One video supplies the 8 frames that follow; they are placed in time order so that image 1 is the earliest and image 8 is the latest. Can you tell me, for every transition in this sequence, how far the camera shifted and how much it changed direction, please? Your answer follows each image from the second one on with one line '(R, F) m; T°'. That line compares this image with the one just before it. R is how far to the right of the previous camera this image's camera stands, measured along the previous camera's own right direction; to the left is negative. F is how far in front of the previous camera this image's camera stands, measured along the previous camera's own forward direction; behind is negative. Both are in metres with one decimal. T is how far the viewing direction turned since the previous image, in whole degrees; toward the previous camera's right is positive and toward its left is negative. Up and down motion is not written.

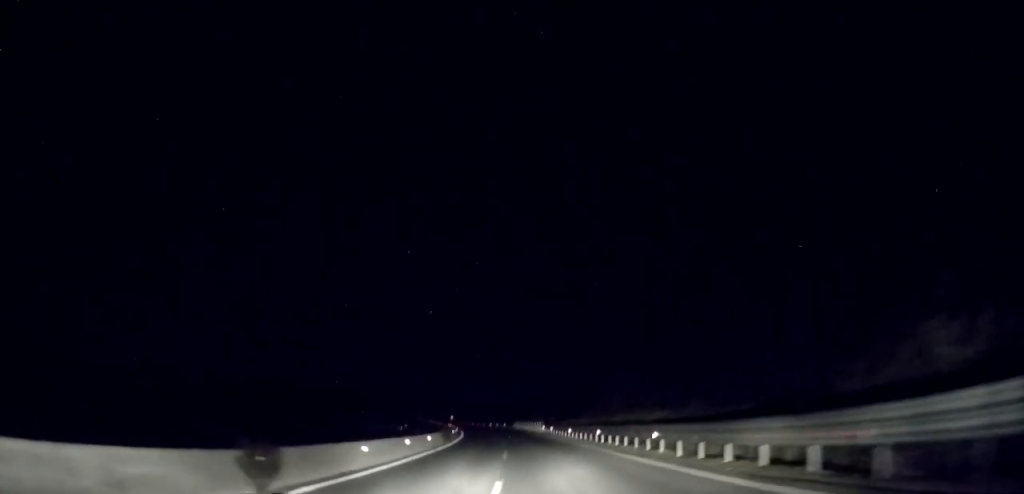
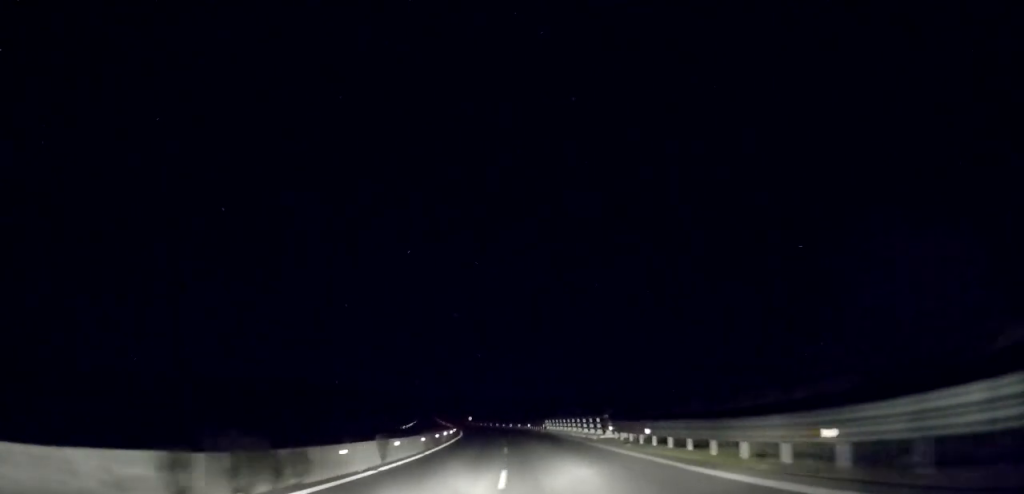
(-0.8, +34.9) m; -3°
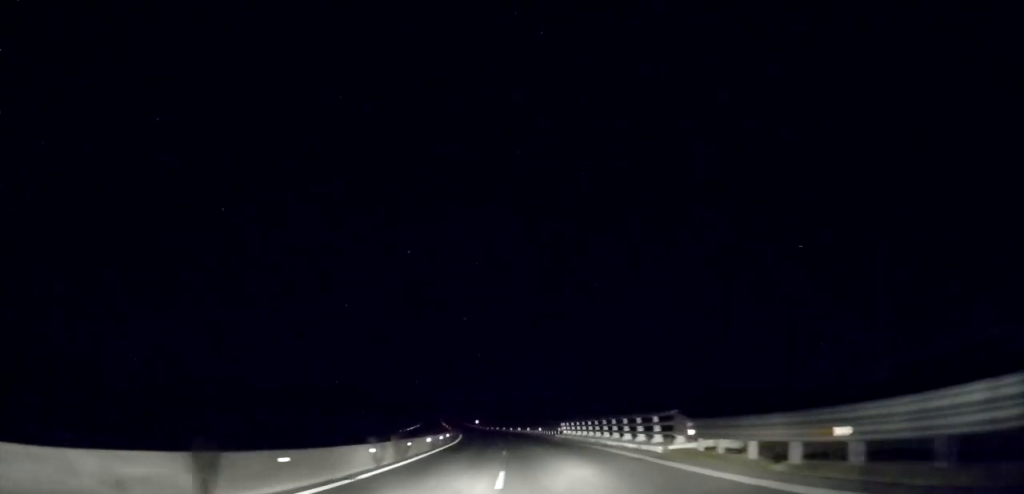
(-0.3, +12.4) m; -1°
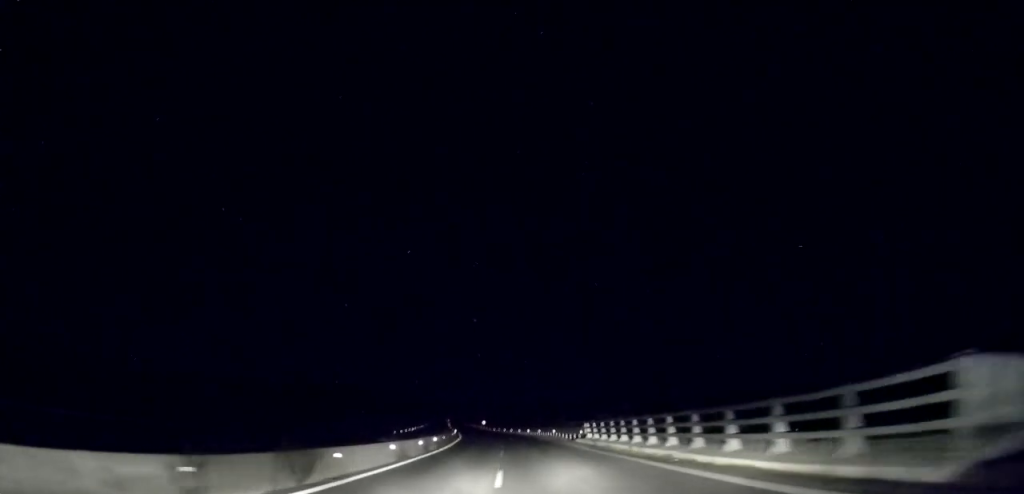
(-0.2, +12.4) m; -1°
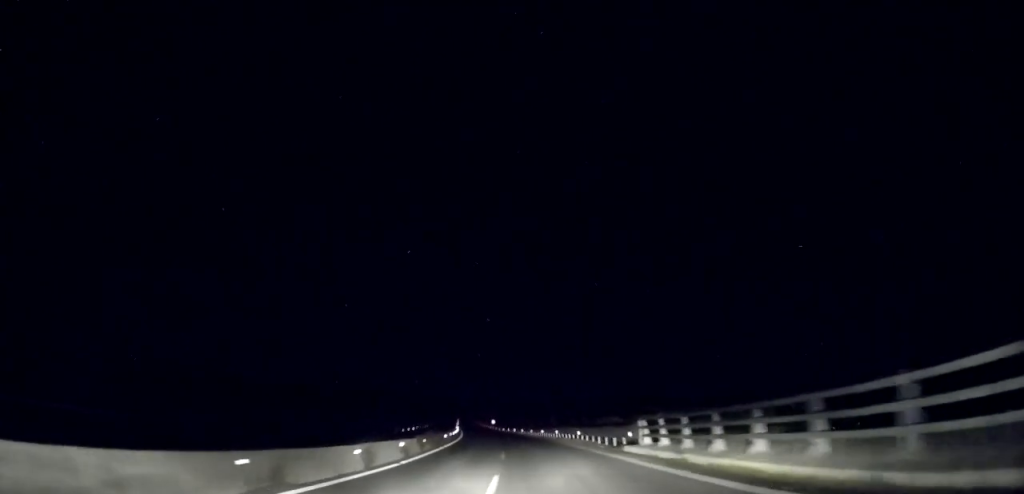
(-0.2, +13.9) m; -1°
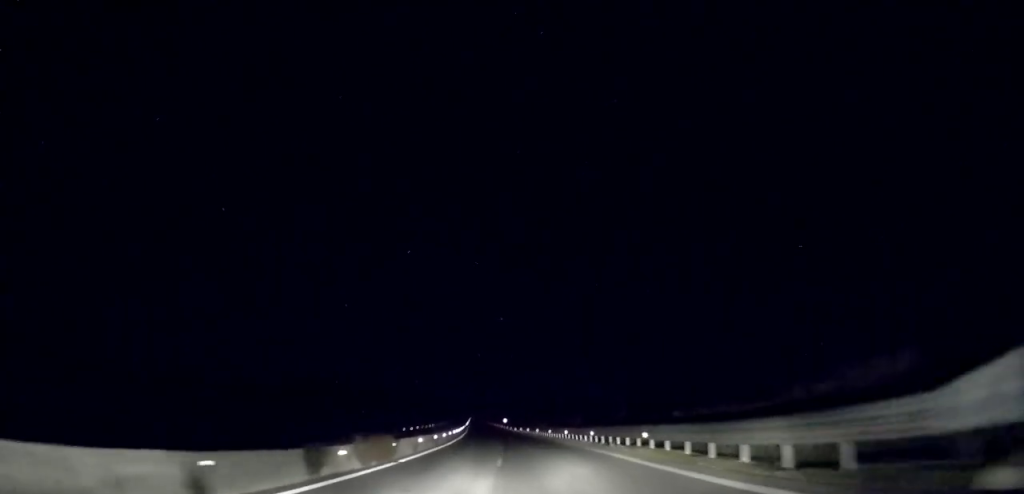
(-0.2, +17.3) m; -1°
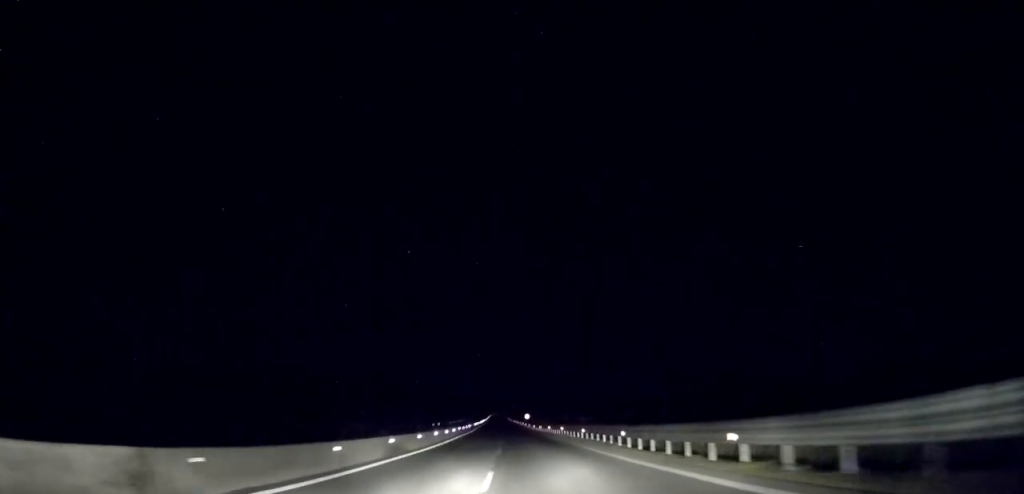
(-0.3, +31.8) m; -2°
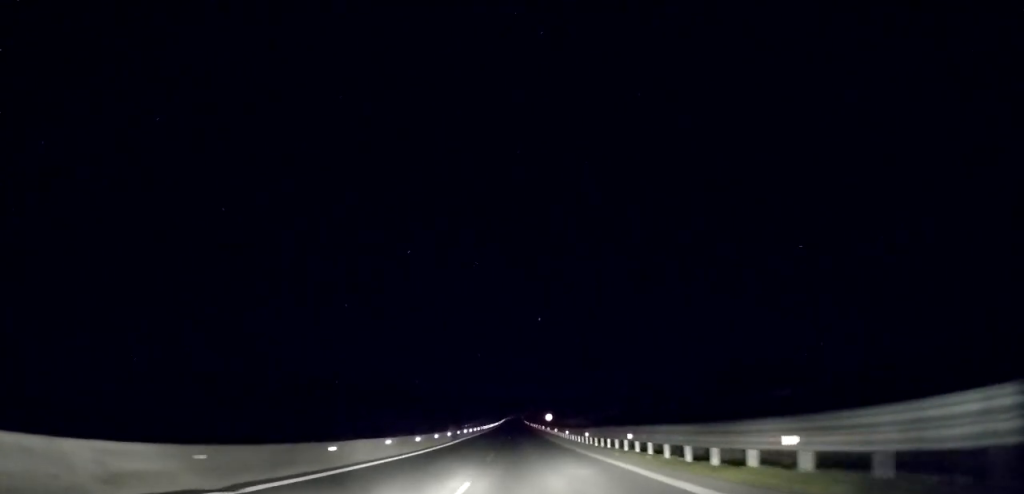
(-0.8, +39.3) m; -2°
